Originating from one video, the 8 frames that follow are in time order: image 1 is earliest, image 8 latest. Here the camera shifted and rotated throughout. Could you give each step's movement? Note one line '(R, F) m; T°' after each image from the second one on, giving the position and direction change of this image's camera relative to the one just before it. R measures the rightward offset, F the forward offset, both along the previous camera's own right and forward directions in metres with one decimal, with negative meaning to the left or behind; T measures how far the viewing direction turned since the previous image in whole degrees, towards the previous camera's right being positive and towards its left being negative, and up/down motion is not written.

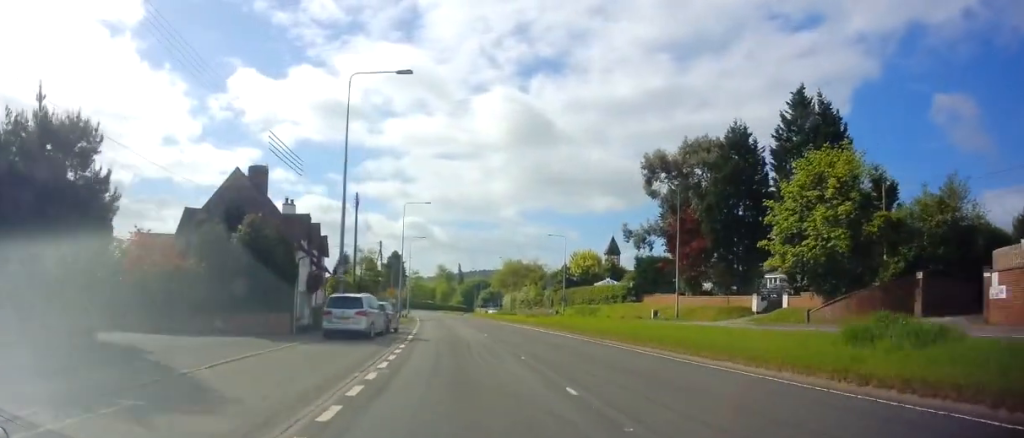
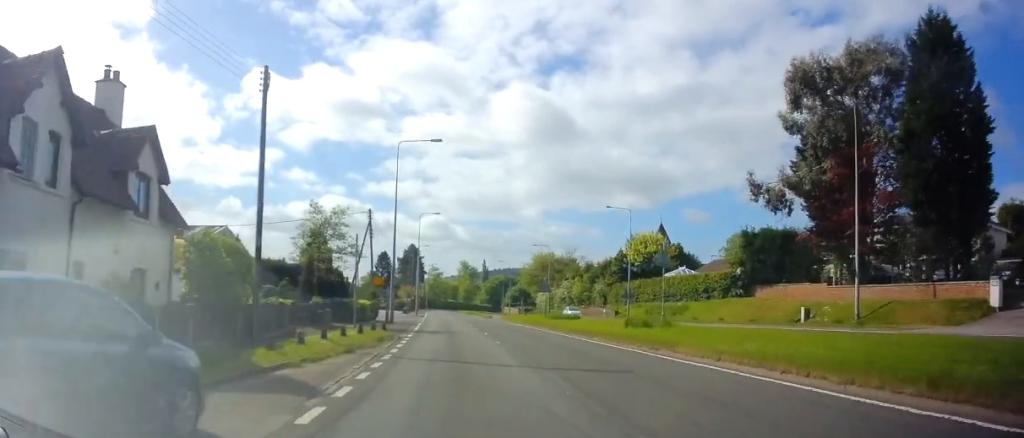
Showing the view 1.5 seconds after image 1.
(-0.4, +24.3) m; -3°
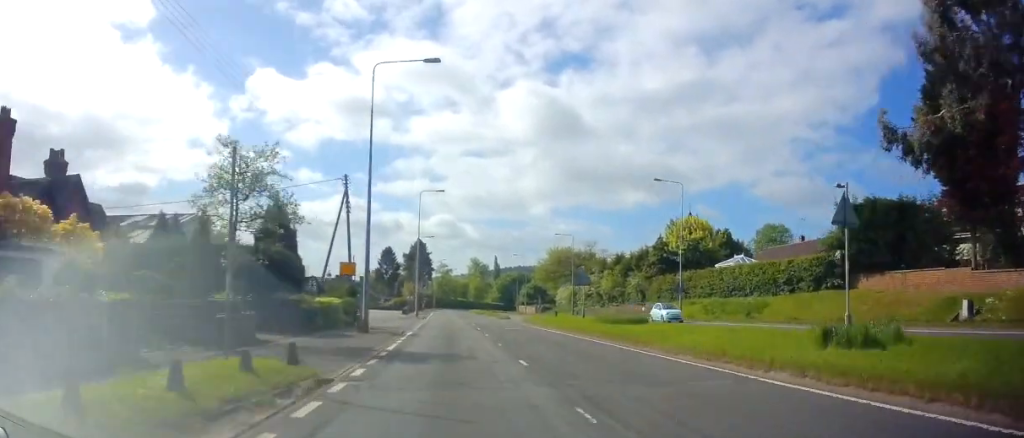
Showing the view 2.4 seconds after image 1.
(-0.3, +13.6) m; -2°
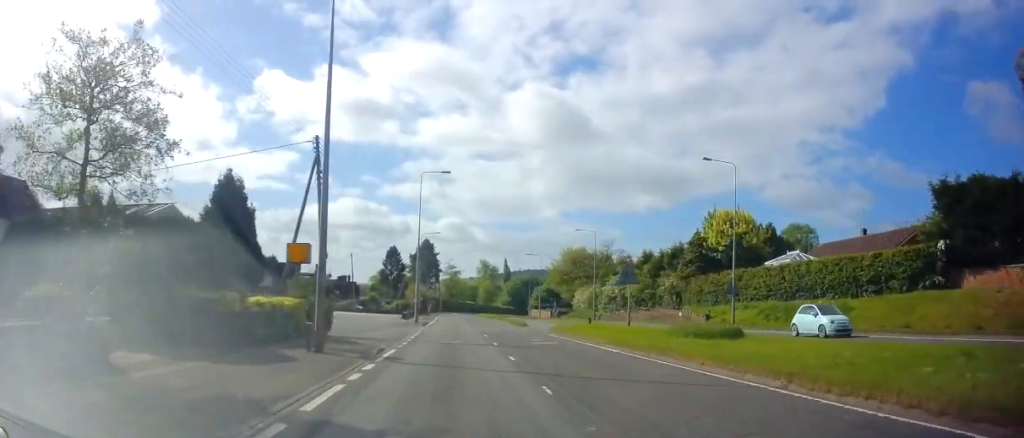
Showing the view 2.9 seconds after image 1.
(-0.1, +9.5) m; -1°
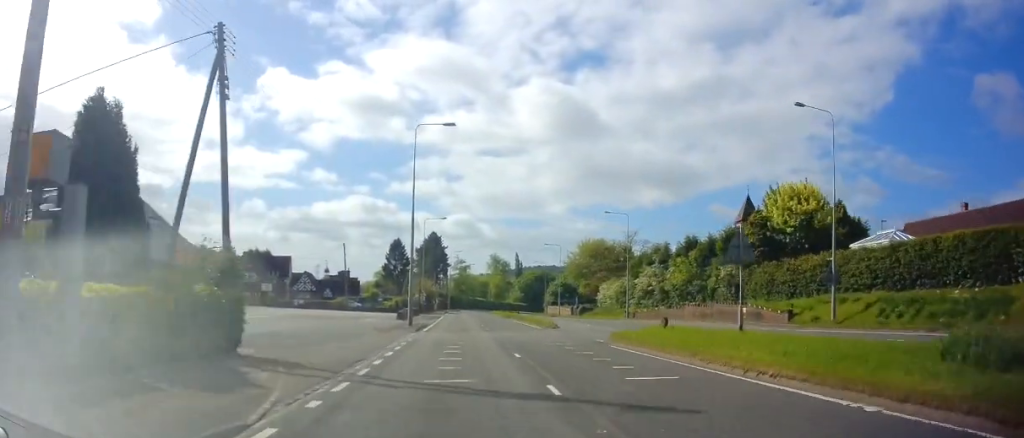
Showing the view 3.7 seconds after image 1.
(-0.1, +12.4) m; -1°
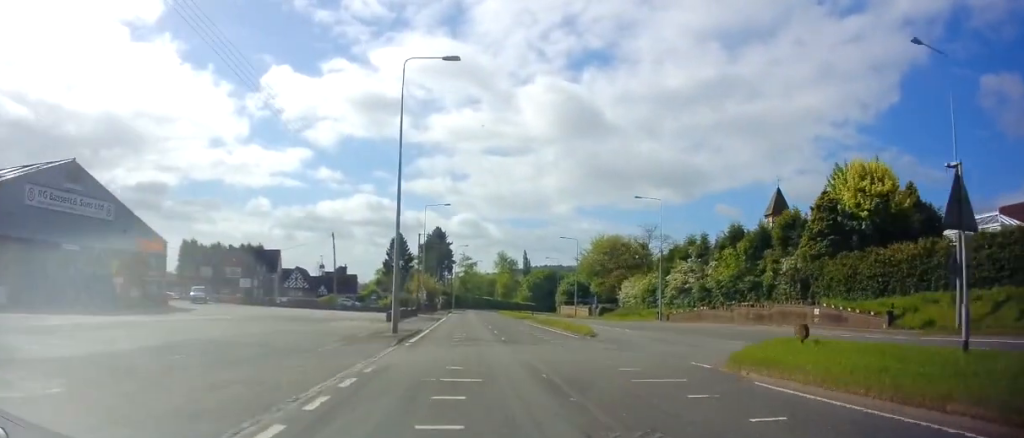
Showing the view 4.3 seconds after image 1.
(+0.1, +10.1) m; -1°
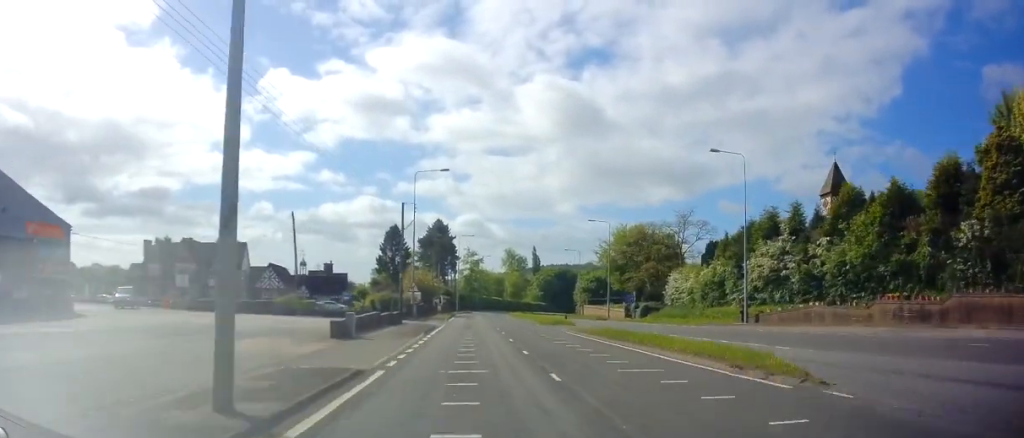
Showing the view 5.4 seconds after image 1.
(-0.4, +18.3) m; -2°
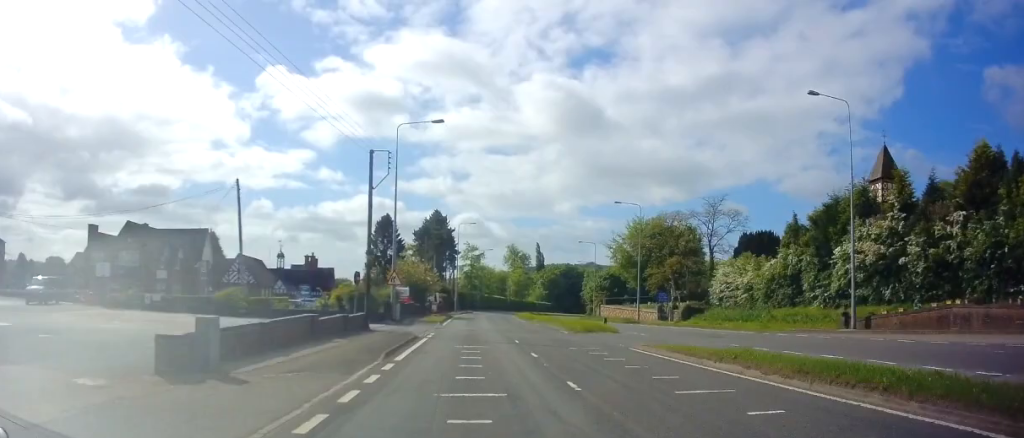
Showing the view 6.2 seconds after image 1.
(0.0, +13.2) m; +1°
